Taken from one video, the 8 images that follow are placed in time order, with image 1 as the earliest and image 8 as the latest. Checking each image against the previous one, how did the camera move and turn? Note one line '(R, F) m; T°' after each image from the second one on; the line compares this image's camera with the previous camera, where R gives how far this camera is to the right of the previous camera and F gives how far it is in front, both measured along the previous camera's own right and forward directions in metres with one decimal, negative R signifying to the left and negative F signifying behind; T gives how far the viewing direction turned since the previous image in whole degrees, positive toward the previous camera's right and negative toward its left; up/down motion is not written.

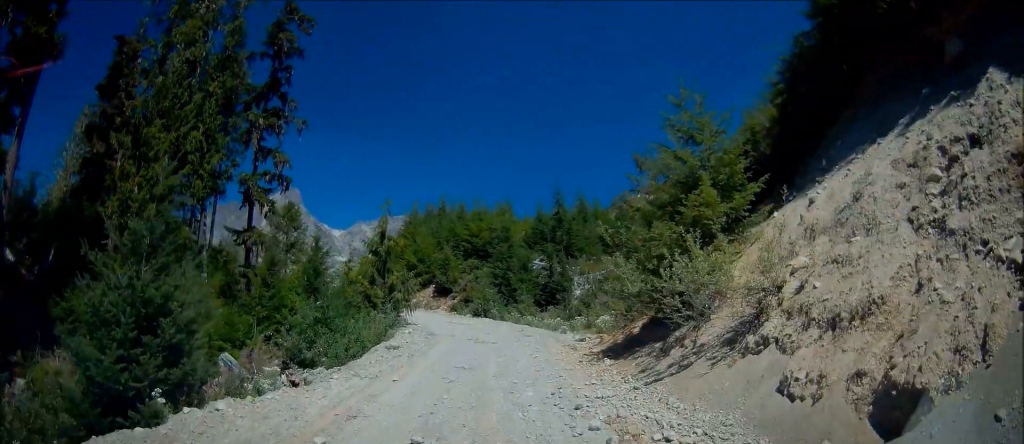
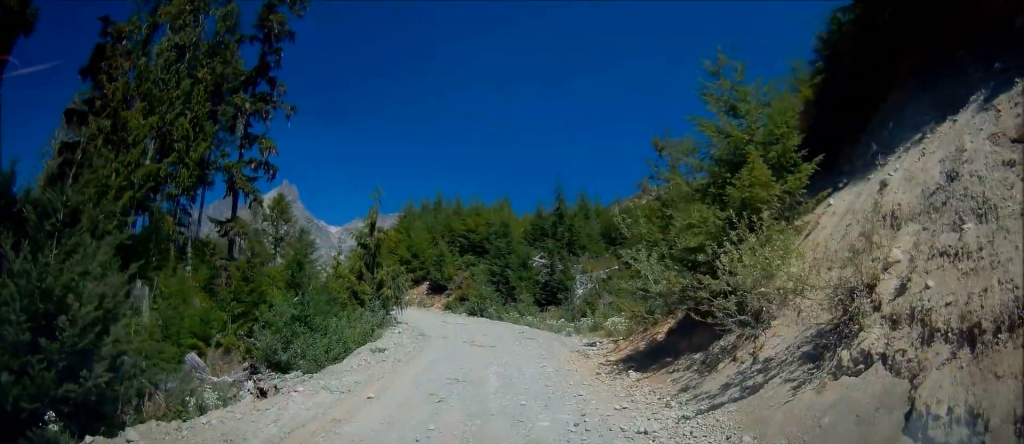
(0.0, +2.0) m; -1°
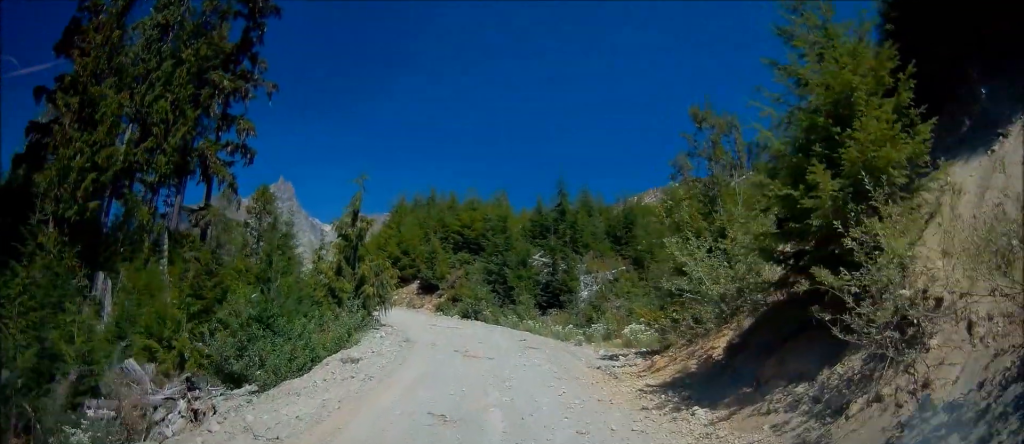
(0.0, +3.1) m; -1°
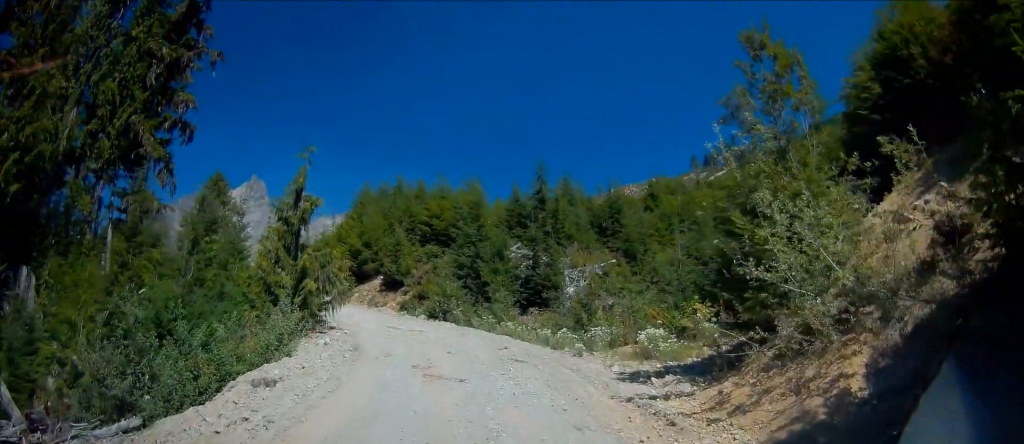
(+0.1, +4.4) m; +4°
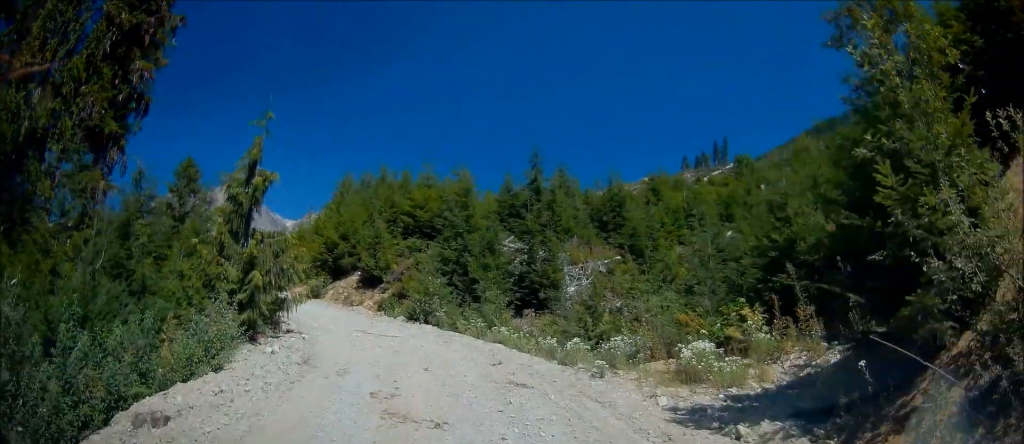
(+0.2, +3.8) m; -1°
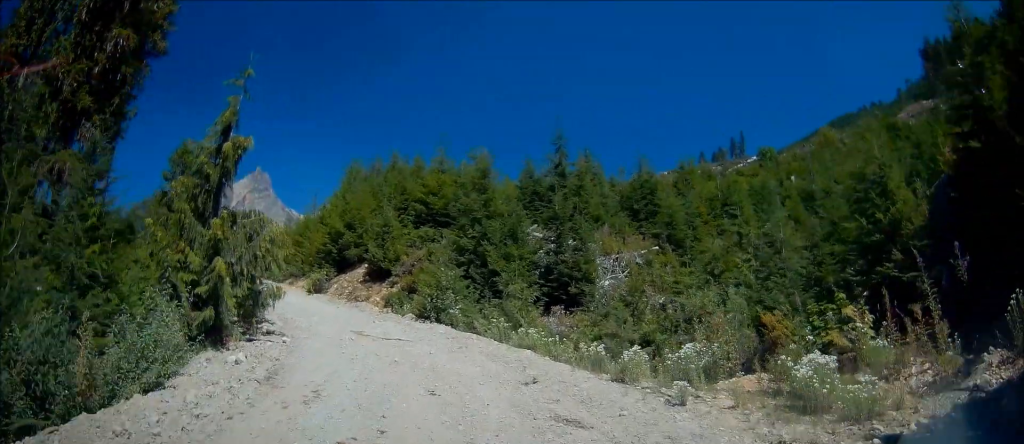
(-0.3, +3.3) m; +1°
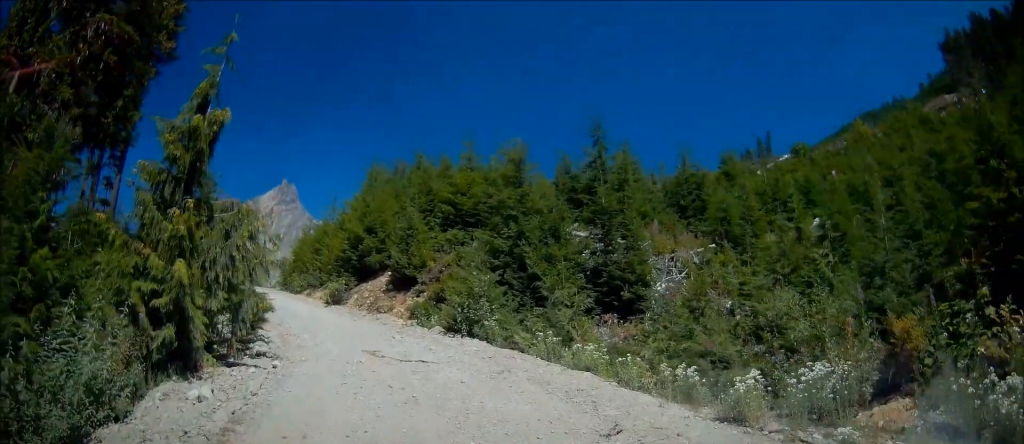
(+0.4, +3.0) m; 0°
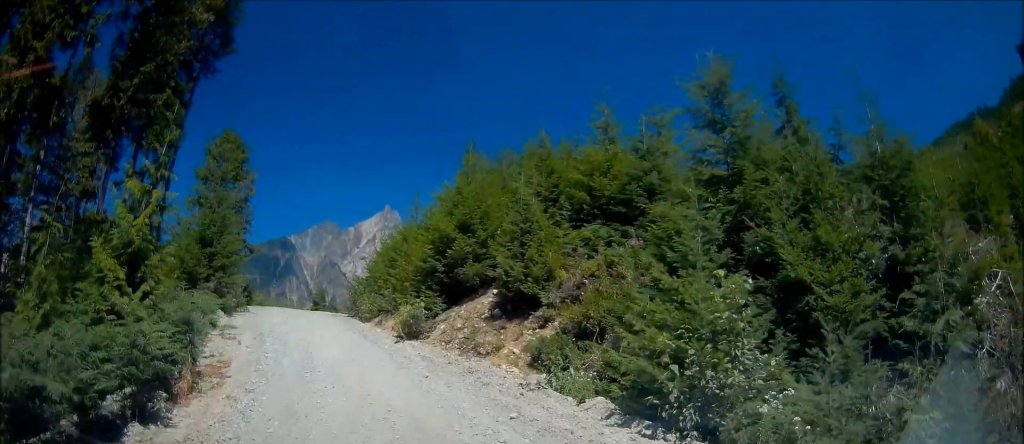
(-0.9, +9.9) m; +1°
